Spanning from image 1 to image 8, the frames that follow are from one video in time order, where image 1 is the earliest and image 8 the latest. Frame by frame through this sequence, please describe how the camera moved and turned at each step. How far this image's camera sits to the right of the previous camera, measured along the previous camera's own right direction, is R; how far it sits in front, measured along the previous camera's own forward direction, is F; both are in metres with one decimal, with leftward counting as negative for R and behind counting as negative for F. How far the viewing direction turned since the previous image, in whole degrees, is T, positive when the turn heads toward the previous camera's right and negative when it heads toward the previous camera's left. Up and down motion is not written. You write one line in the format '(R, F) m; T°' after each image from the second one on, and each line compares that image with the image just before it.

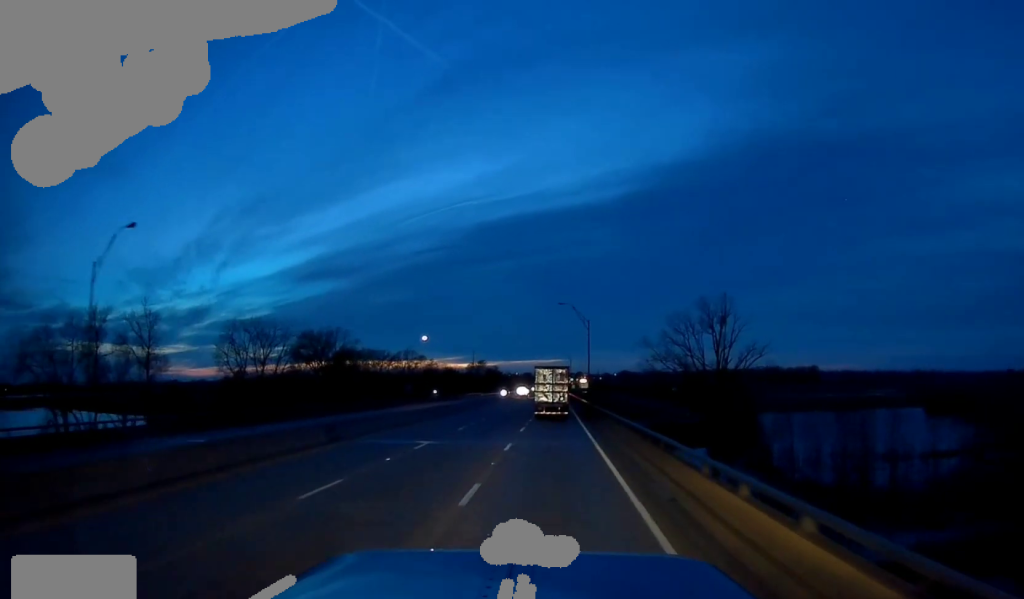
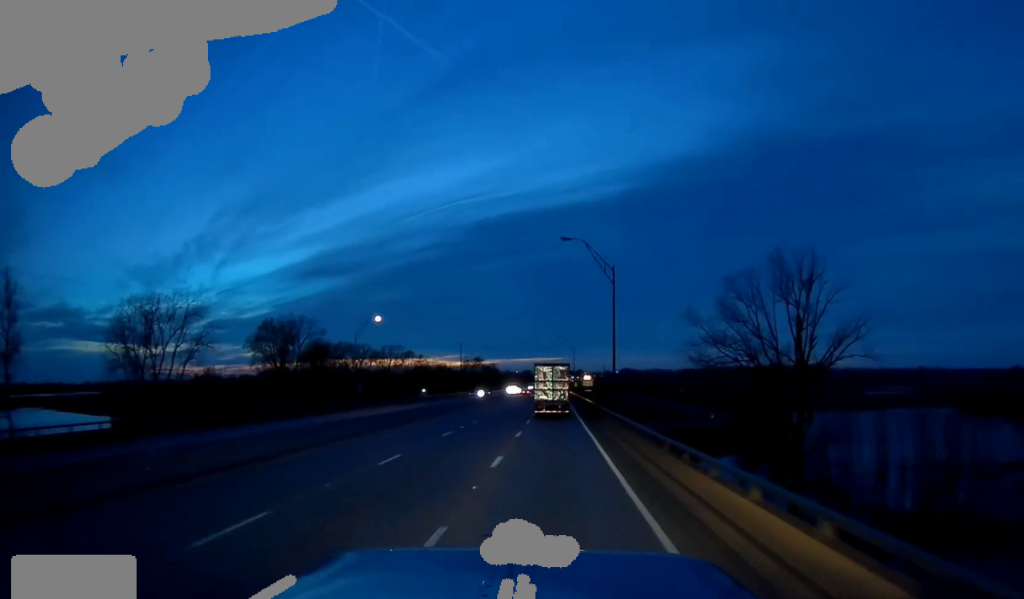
(-0.5, +28.9) m; +1°
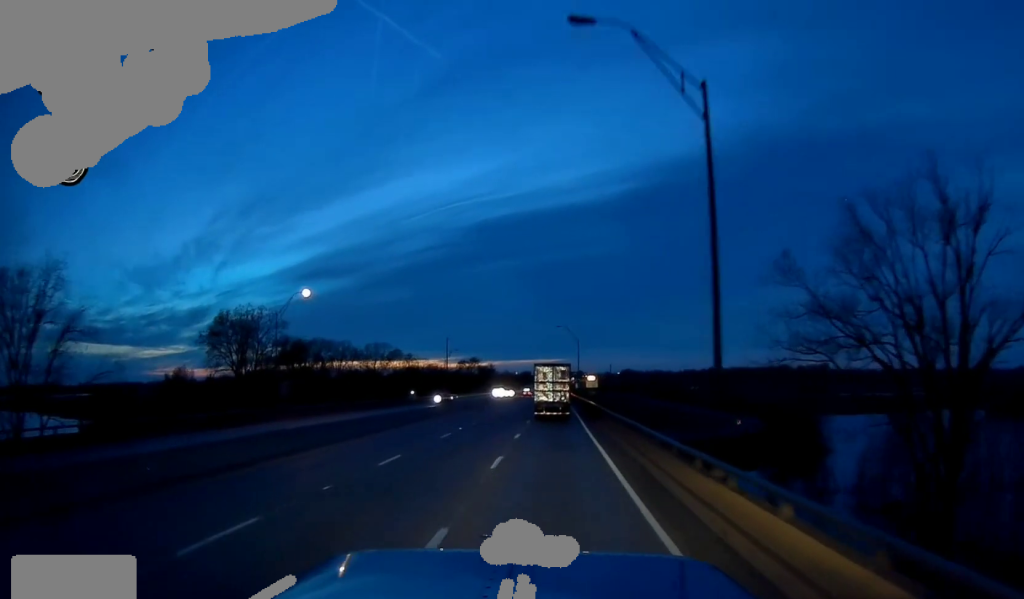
(+0.8, +25.5) m; 0°
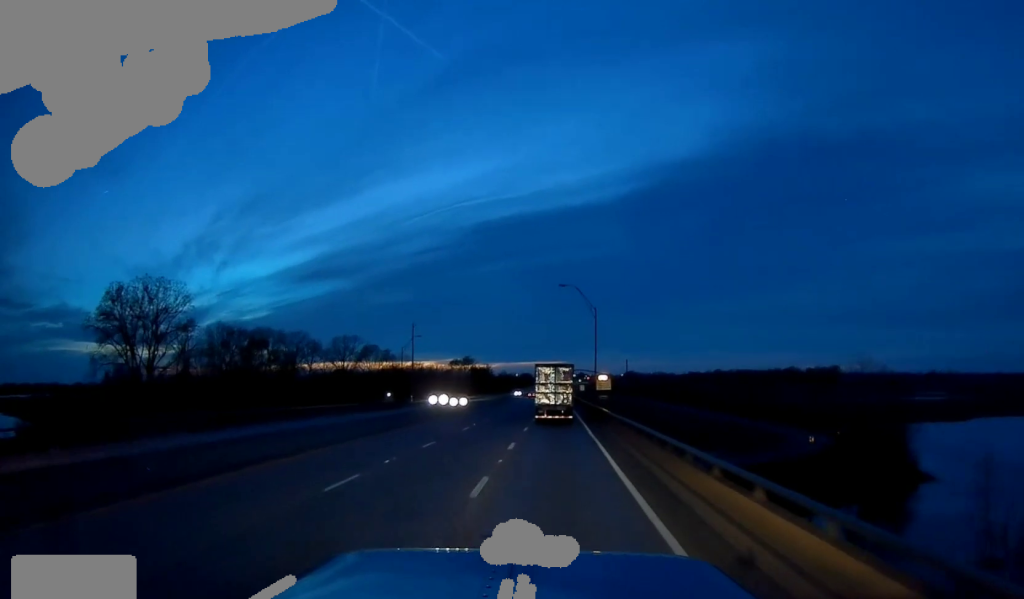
(-0.9, +41.5) m; -1°
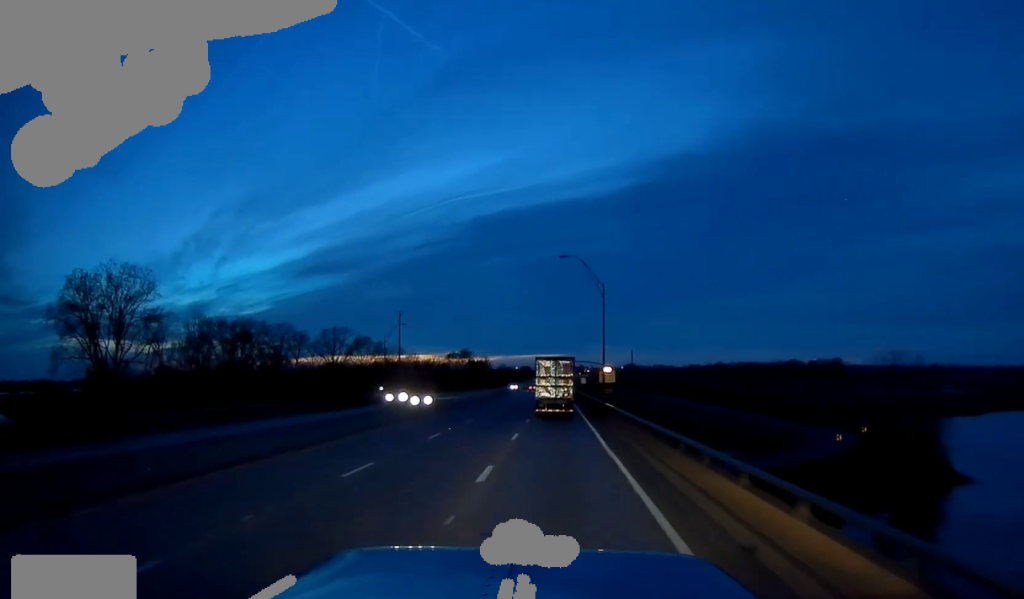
(+0.2, +10.8) m; 0°
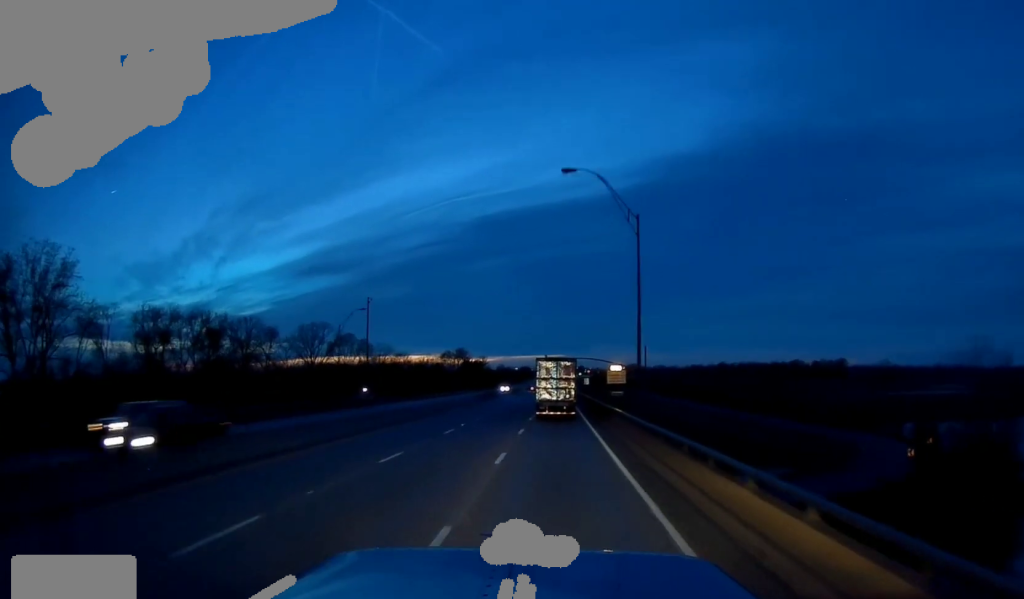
(-0.4, +20.9) m; 0°
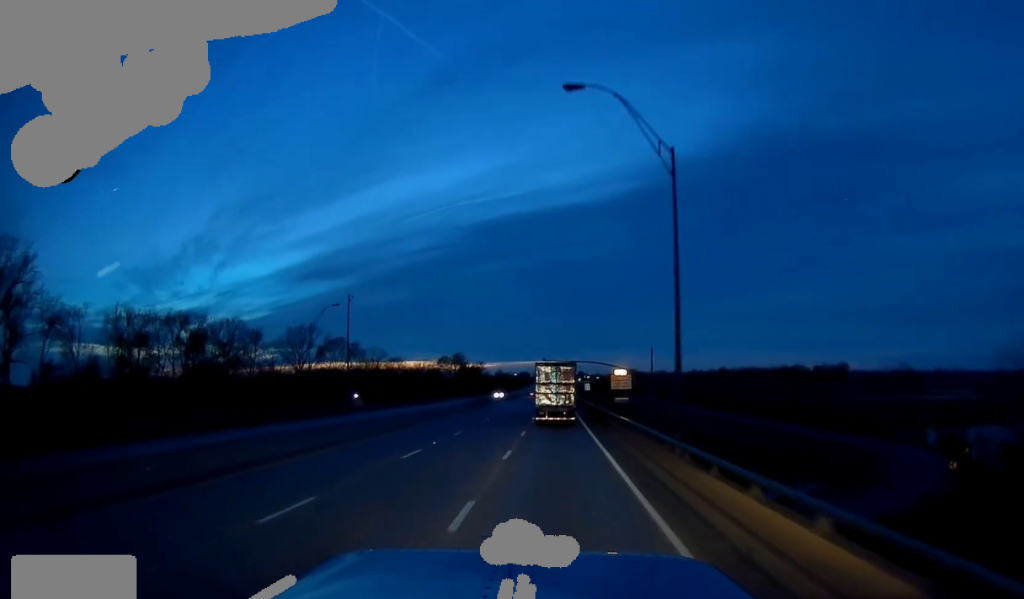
(0.0, +10.0) m; +1°
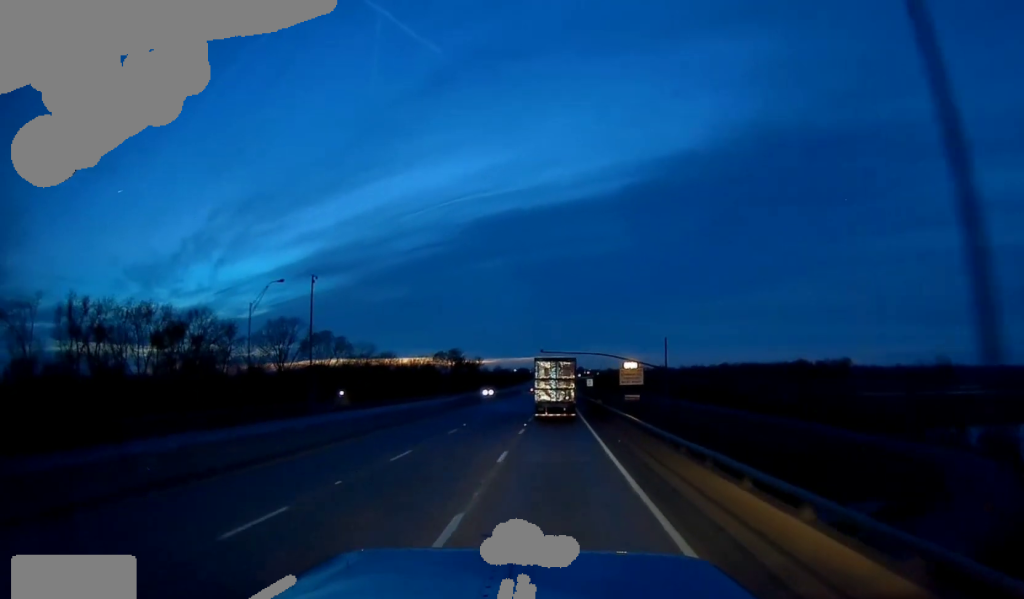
(+0.2, +14.3) m; +1°
